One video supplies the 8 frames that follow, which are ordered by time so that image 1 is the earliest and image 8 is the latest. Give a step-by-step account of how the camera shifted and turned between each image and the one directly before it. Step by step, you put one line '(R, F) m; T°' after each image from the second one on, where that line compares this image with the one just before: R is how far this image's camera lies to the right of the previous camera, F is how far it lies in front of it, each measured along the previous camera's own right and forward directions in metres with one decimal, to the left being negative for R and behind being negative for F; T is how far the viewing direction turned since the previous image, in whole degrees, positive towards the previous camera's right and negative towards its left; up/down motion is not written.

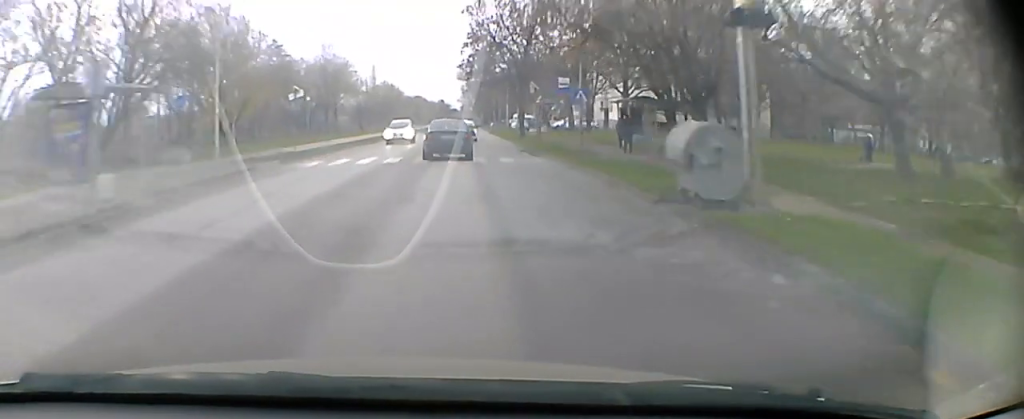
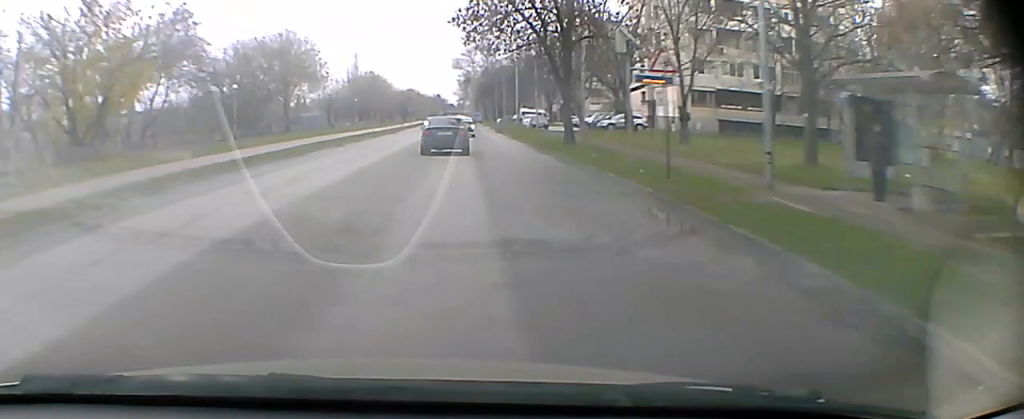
(+0.1, +26.4) m; 0°
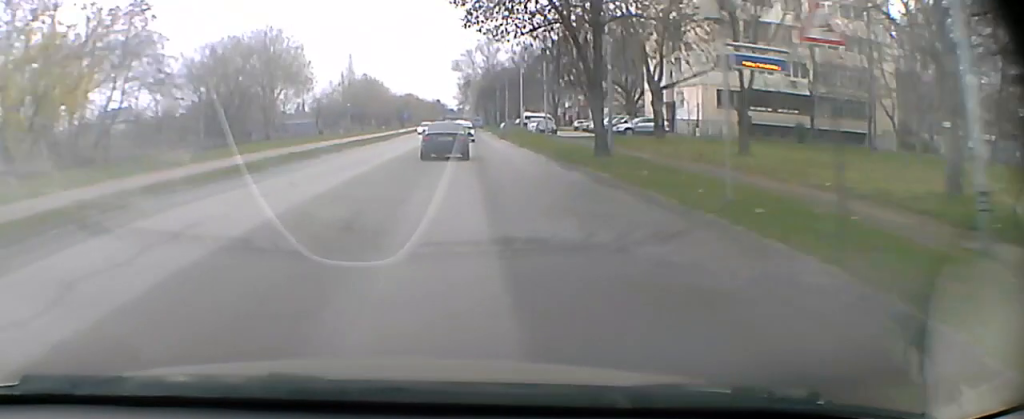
(0.0, +8.9) m; 0°
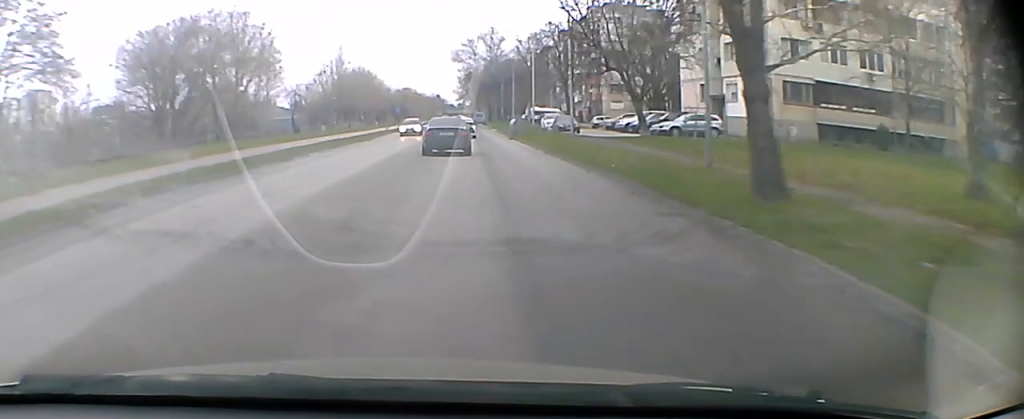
(0.0, +11.8) m; 0°
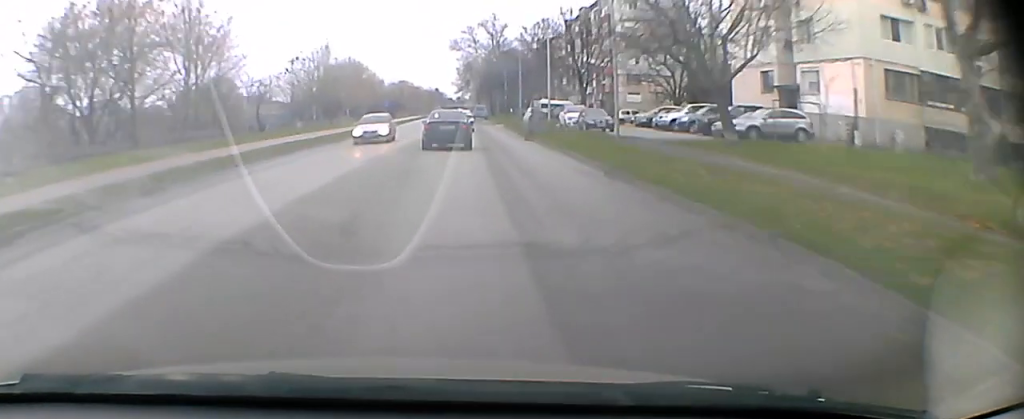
(0.0, +13.2) m; 0°
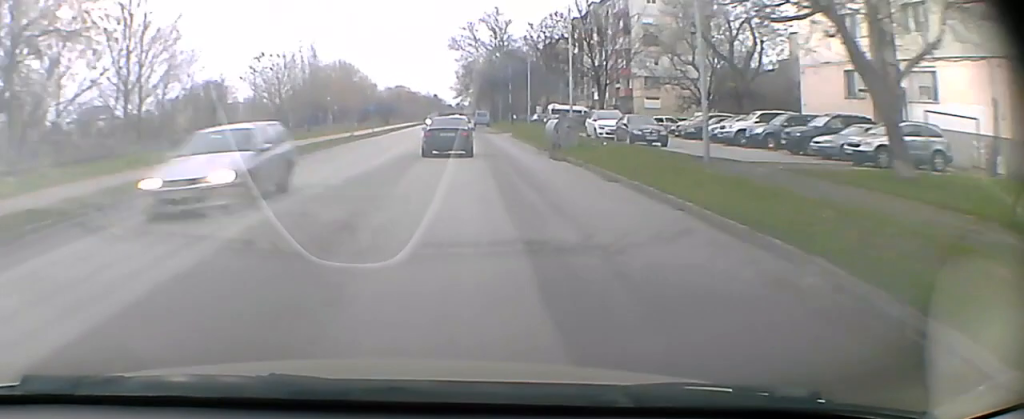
(0.0, +11.7) m; 0°
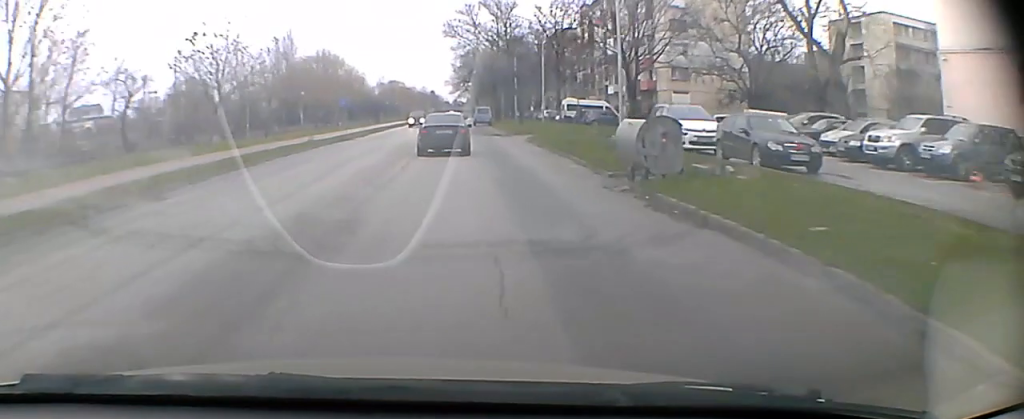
(0.0, +14.6) m; 0°
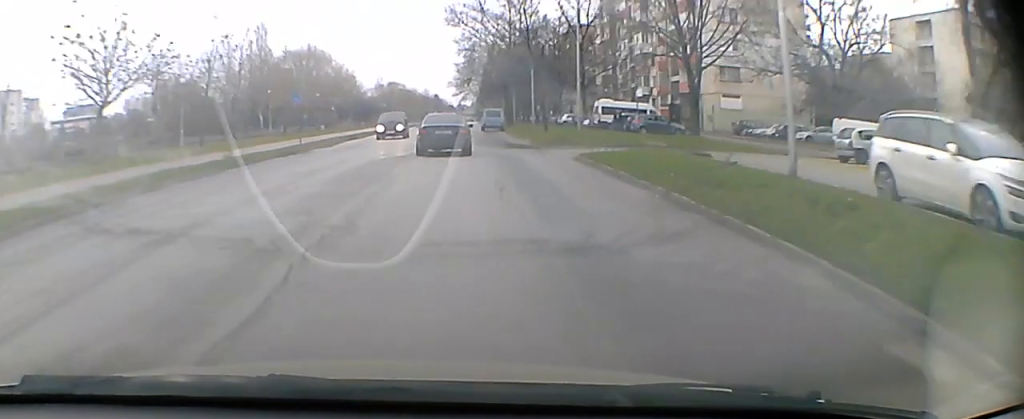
(0.0, +15.8) m; 0°
